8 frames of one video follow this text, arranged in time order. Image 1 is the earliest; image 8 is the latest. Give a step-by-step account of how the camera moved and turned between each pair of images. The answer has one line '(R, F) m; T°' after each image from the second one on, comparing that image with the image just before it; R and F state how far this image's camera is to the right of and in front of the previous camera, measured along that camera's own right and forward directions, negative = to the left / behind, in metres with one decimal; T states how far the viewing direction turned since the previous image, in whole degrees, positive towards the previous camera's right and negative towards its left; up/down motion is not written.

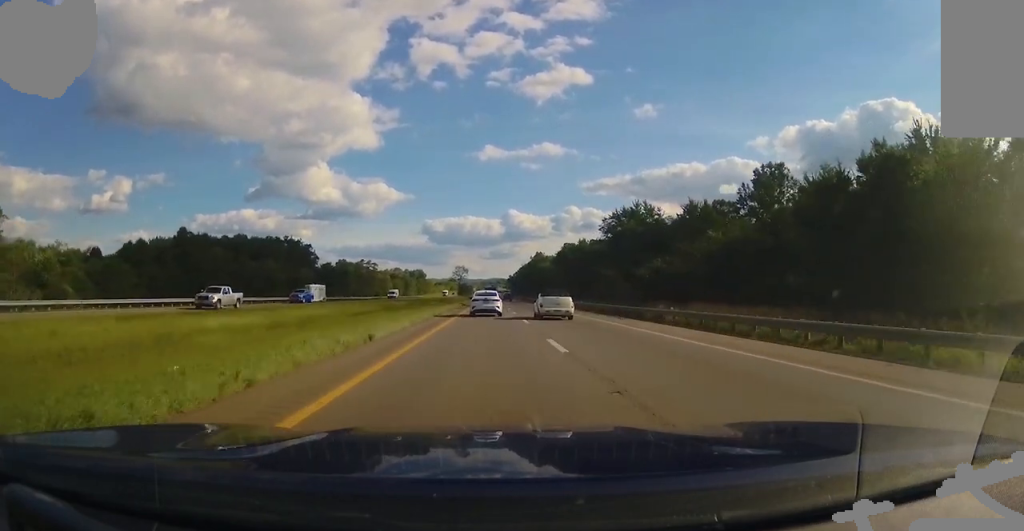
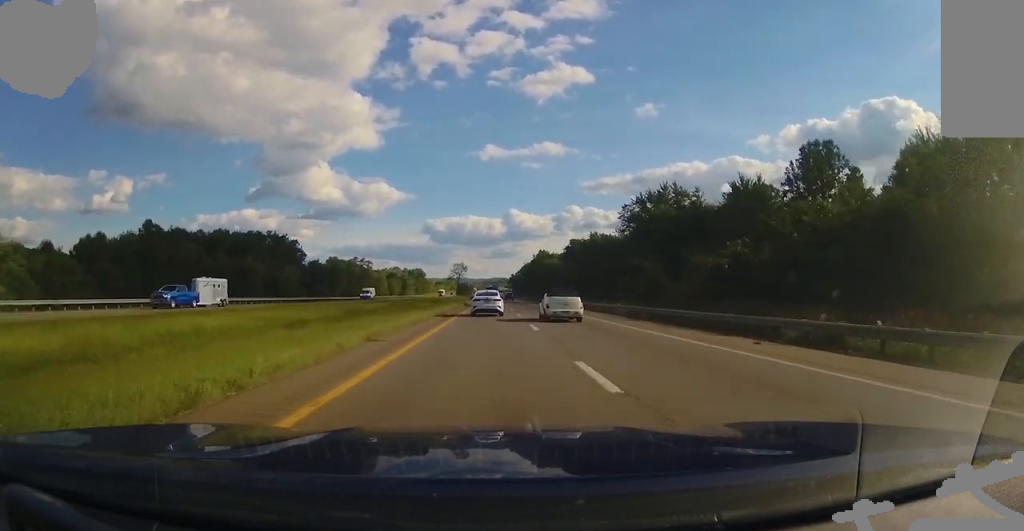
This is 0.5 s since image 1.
(+0.1, +17.3) m; 0°
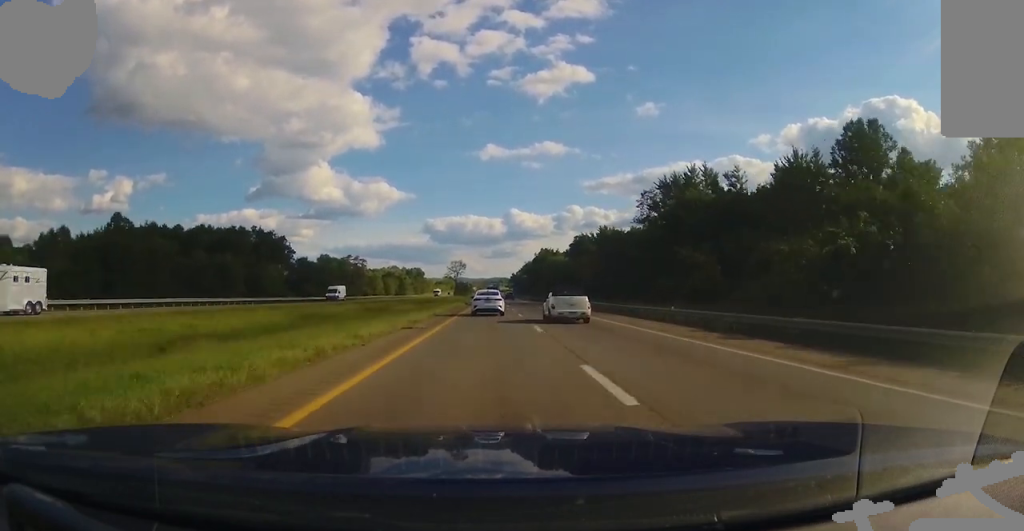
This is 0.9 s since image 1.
(0.0, +13.0) m; 0°
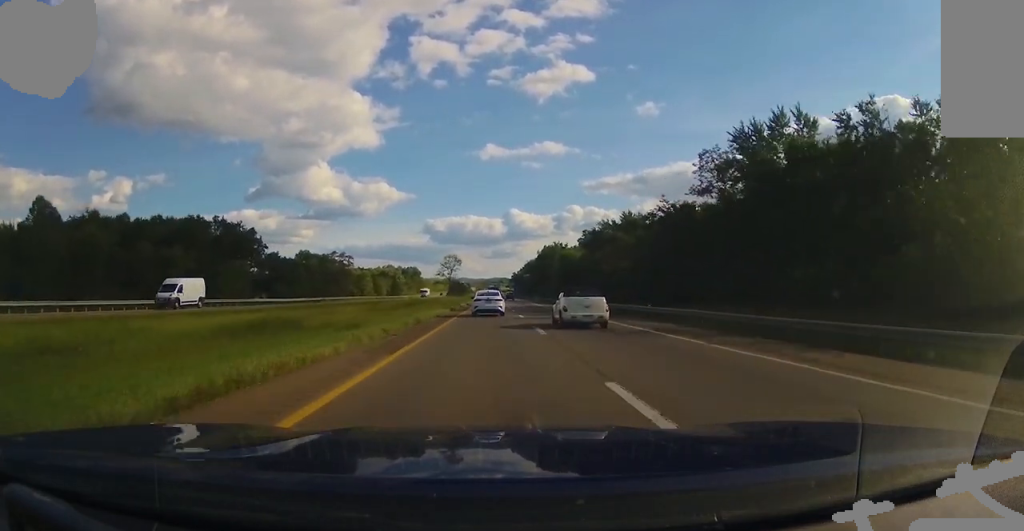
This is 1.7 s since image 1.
(+0.1, +26.0) m; 0°
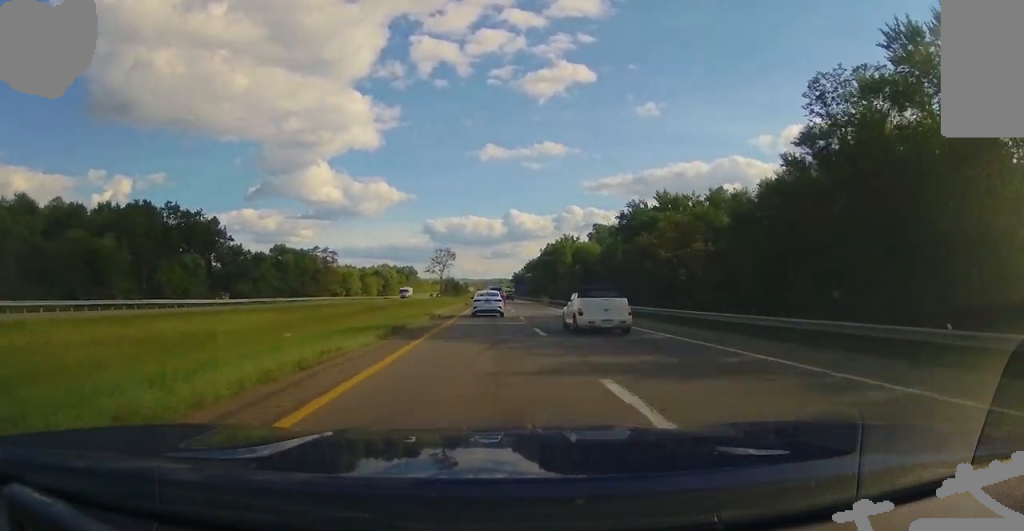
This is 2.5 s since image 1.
(-0.2, +24.9) m; 0°
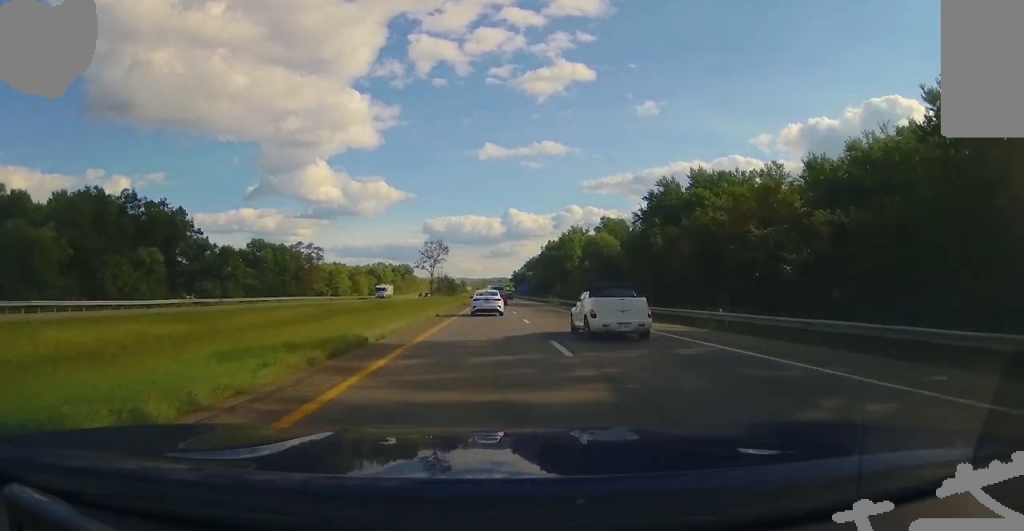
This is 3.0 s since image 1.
(0.0, +17.3) m; 0°
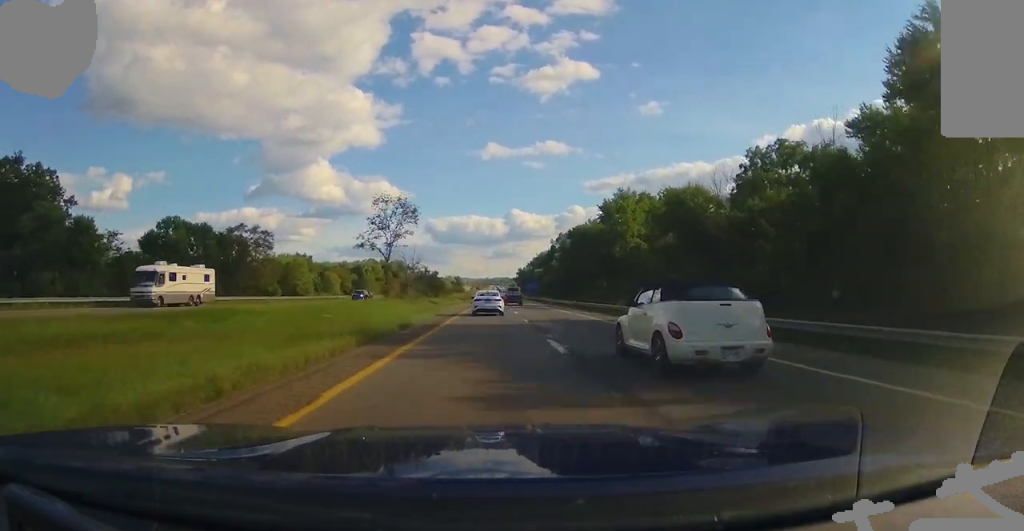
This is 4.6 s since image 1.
(0.0, +49.7) m; 0°
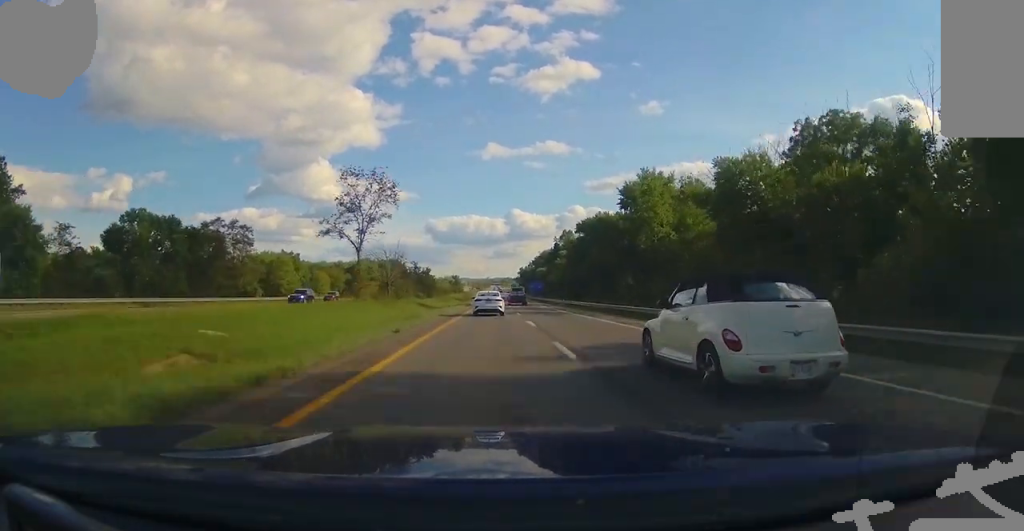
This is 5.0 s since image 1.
(0.0, +14.0) m; 0°
